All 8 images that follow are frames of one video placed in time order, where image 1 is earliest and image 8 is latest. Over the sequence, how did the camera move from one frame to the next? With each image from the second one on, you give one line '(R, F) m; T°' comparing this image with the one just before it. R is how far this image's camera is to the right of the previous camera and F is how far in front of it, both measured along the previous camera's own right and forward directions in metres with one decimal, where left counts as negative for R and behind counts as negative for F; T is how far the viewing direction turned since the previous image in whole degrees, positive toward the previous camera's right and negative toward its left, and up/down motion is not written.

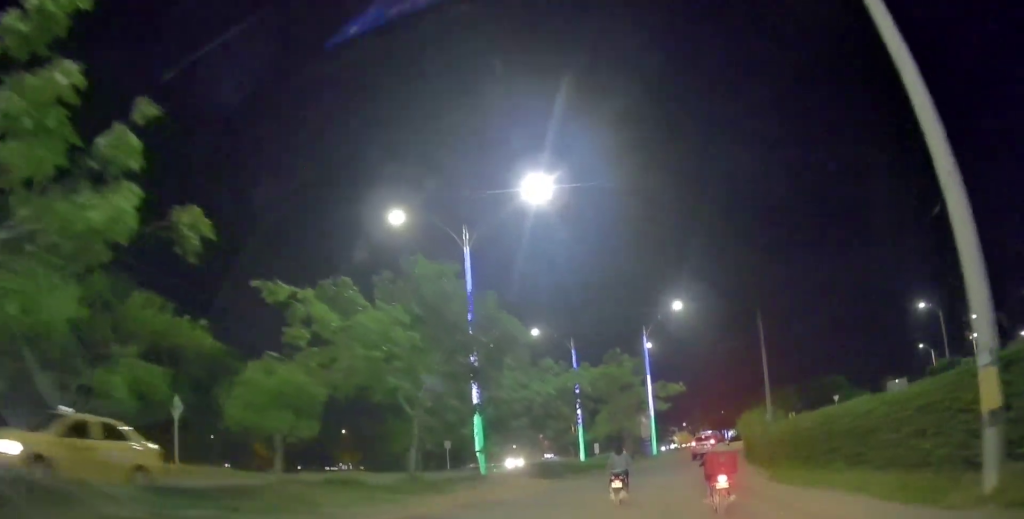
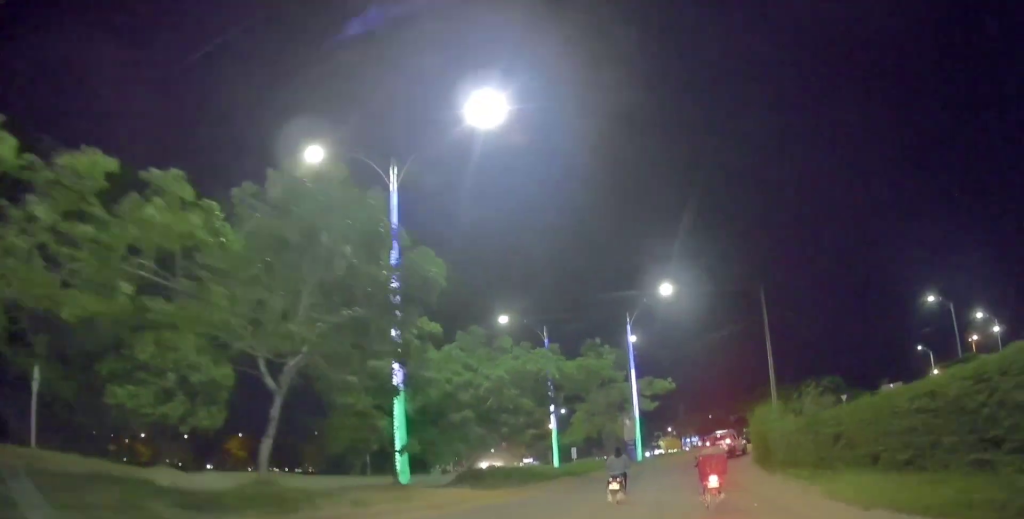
(+0.2, +6.1) m; +4°
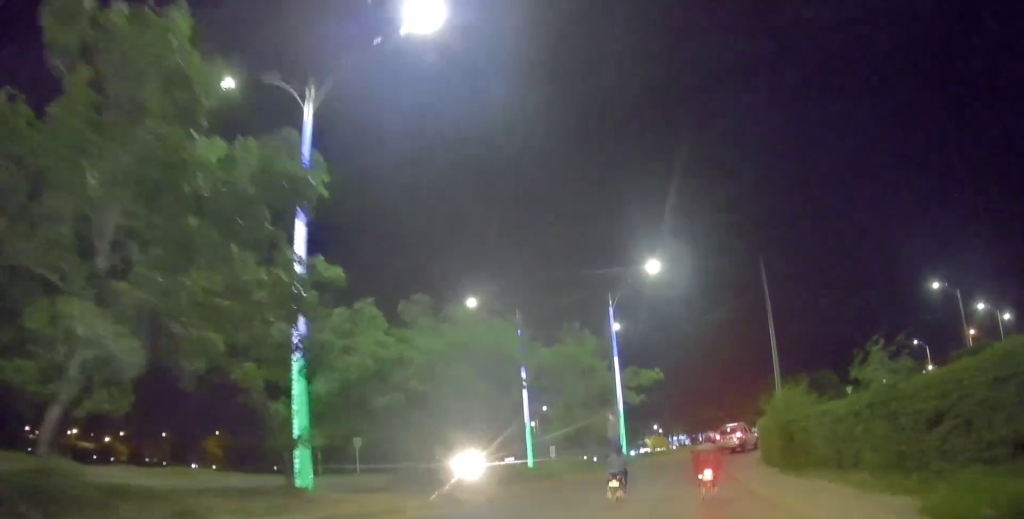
(+0.2, +4.5) m; +2°
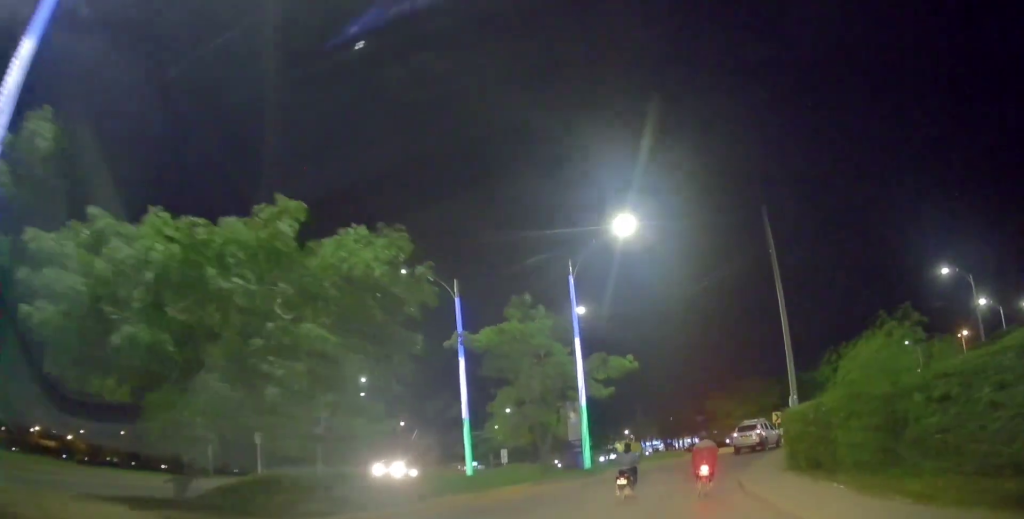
(+0.1, +7.7) m; +3°
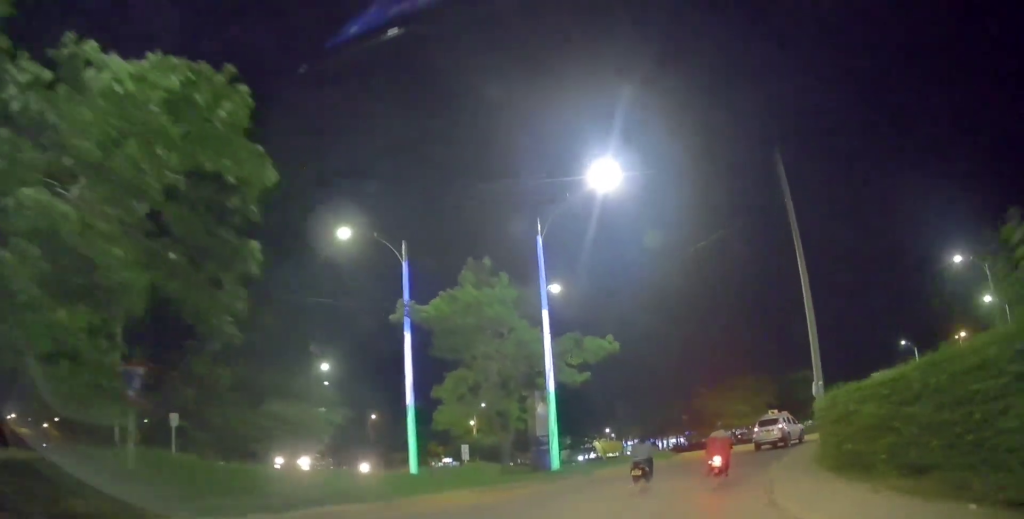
(+0.1, +5.3) m; +3°
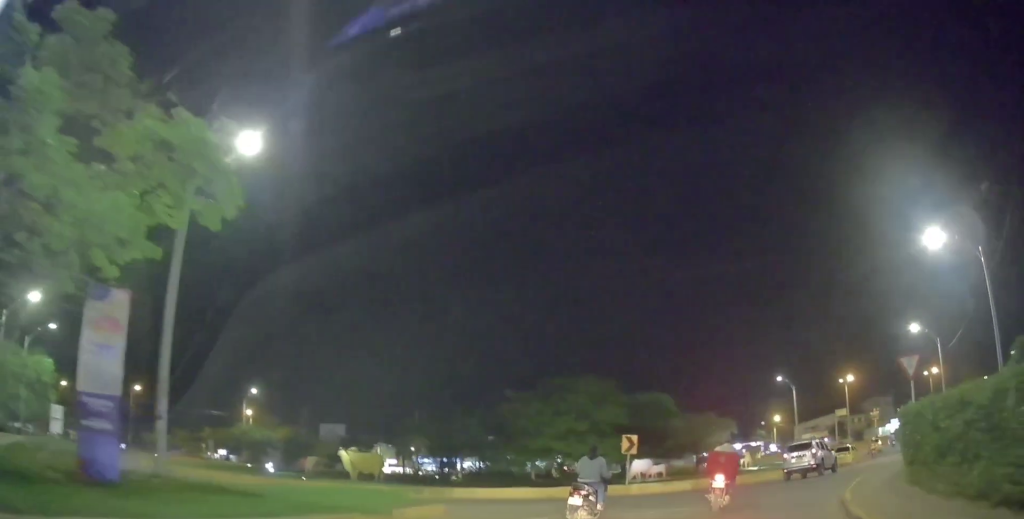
(+2.2, +19.4) m; +12°
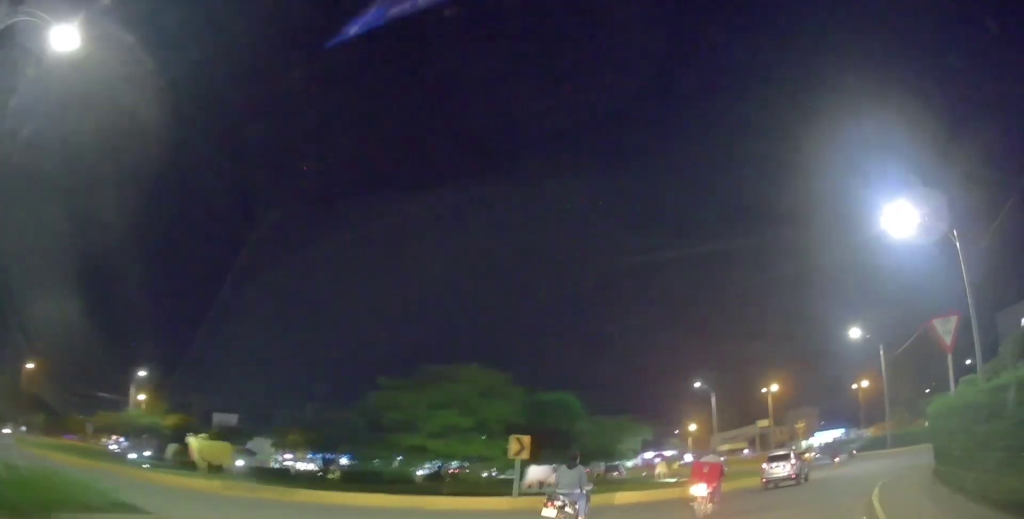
(+0.4, +7.0) m; +11°
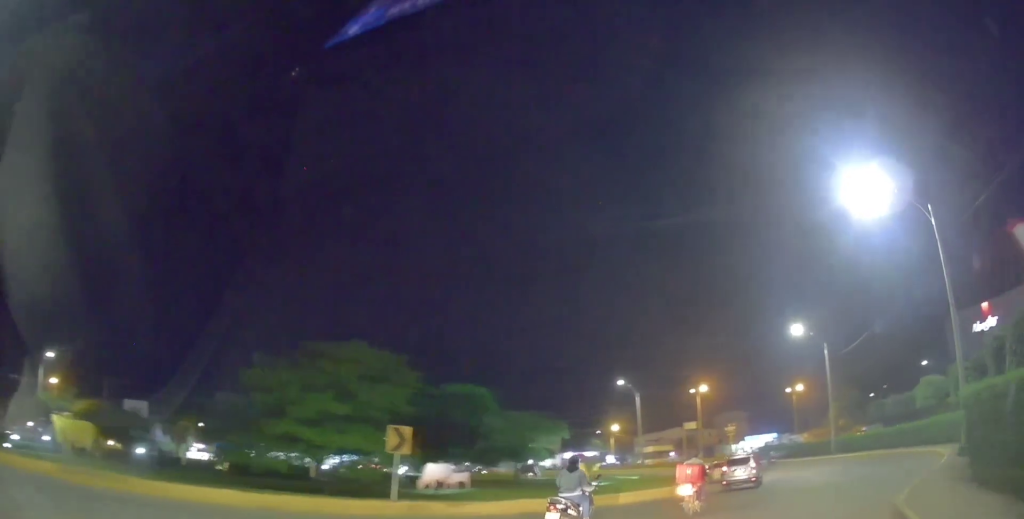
(+0.4, +4.7) m; +10°
